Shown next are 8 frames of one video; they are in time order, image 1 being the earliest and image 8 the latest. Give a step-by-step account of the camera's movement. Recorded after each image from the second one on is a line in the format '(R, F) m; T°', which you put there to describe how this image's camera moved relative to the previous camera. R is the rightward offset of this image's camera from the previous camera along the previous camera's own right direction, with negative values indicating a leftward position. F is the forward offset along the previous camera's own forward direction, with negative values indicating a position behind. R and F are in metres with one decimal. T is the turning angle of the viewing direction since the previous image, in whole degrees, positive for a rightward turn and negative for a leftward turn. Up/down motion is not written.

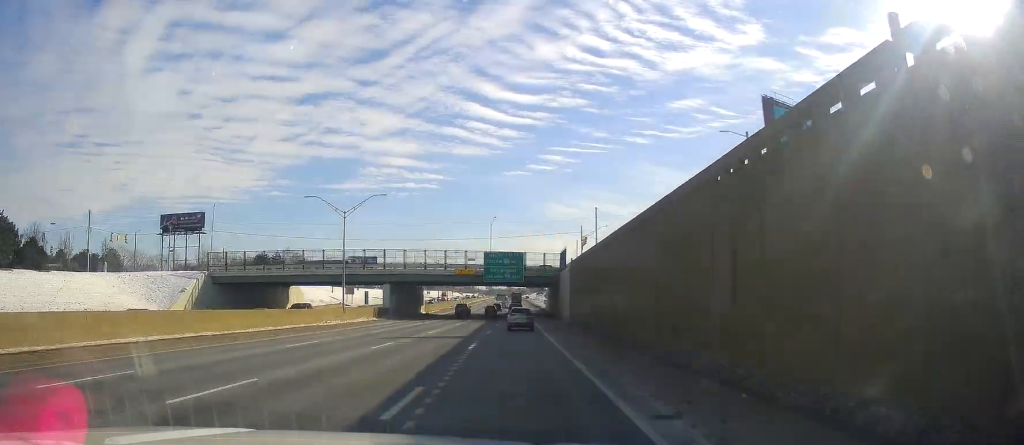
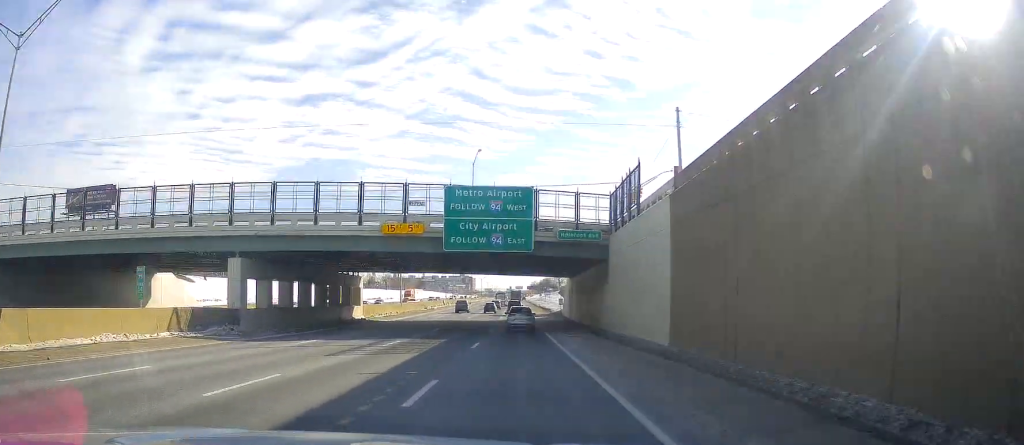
(+0.4, +46.1) m; 0°
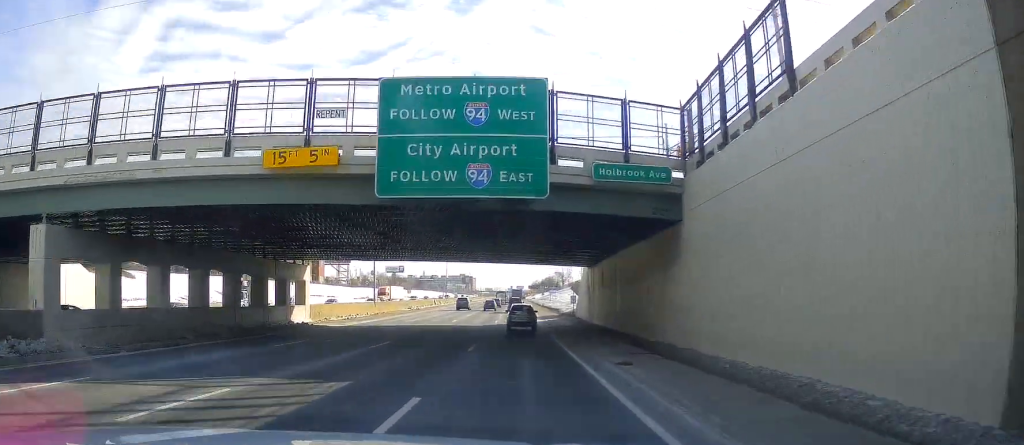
(-0.6, +18.2) m; 0°
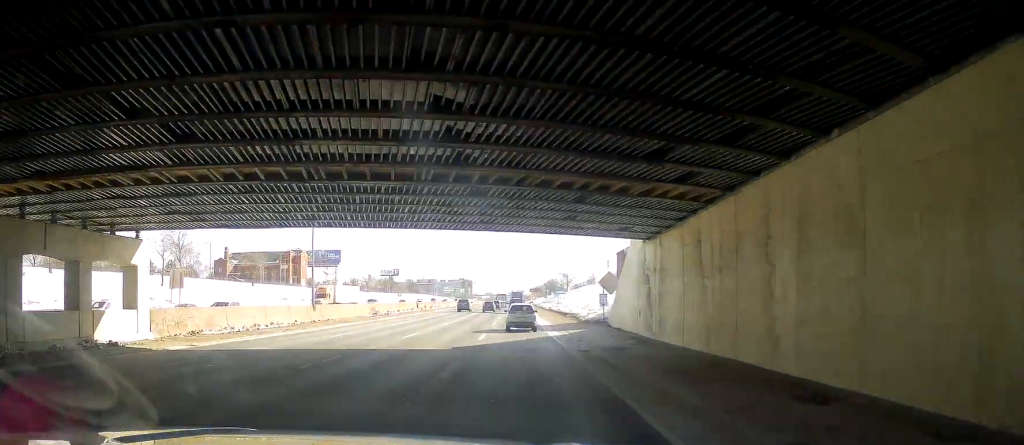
(+0.5, +23.7) m; +1°
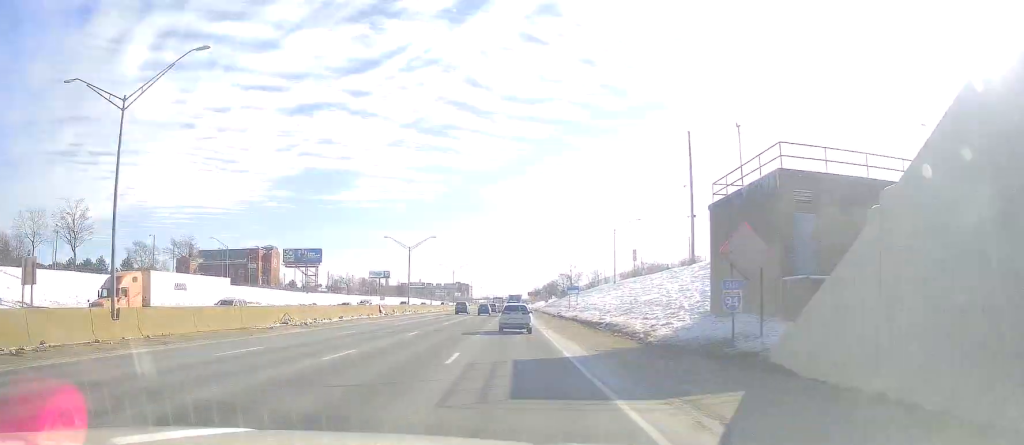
(+0.1, +28.4) m; 0°
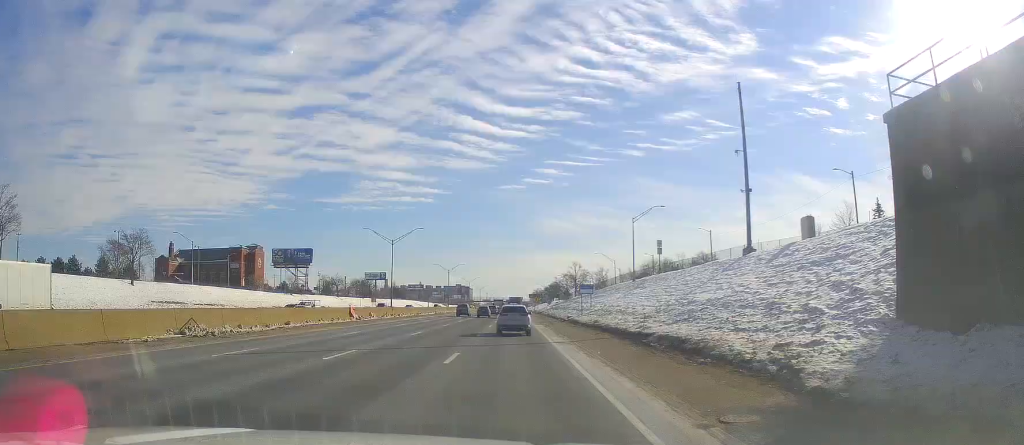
(-0.1, +15.0) m; 0°
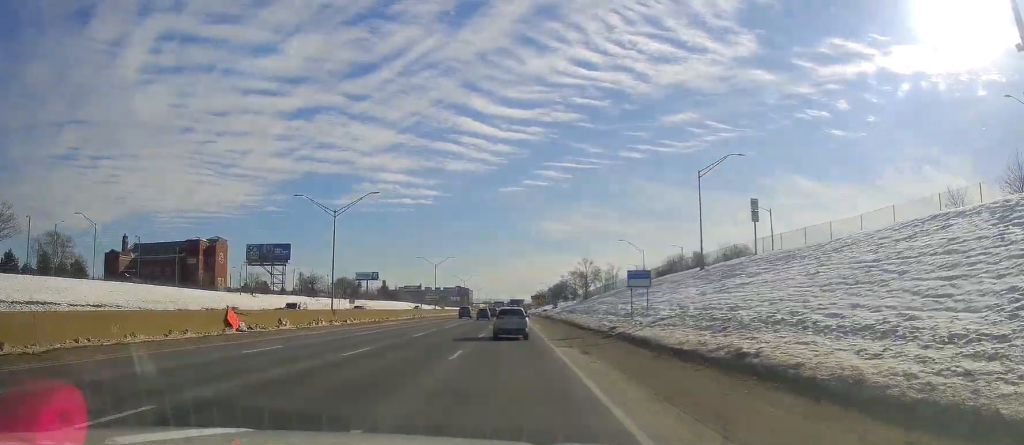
(0.0, +29.4) m; -1°
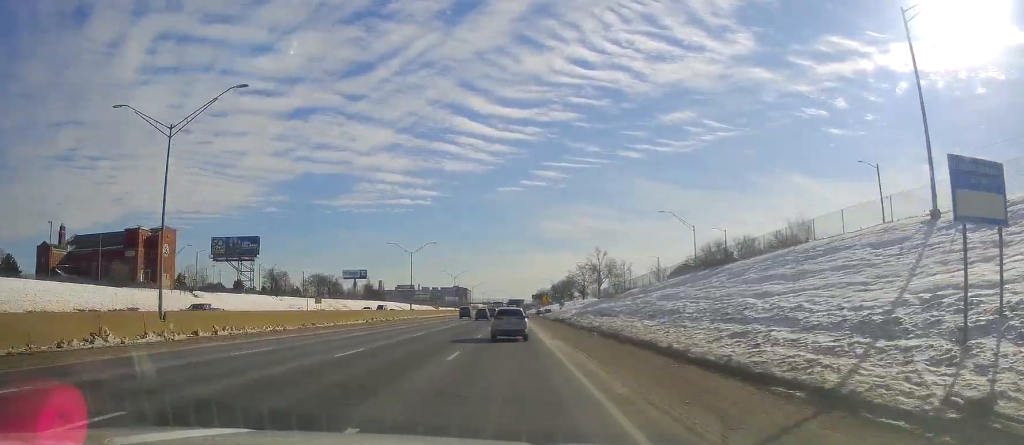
(-0.4, +30.6) m; 0°
